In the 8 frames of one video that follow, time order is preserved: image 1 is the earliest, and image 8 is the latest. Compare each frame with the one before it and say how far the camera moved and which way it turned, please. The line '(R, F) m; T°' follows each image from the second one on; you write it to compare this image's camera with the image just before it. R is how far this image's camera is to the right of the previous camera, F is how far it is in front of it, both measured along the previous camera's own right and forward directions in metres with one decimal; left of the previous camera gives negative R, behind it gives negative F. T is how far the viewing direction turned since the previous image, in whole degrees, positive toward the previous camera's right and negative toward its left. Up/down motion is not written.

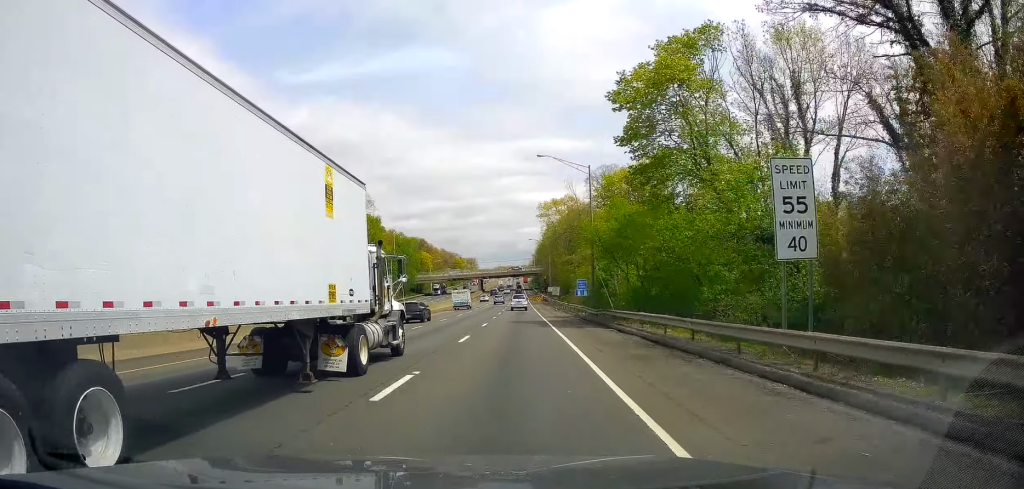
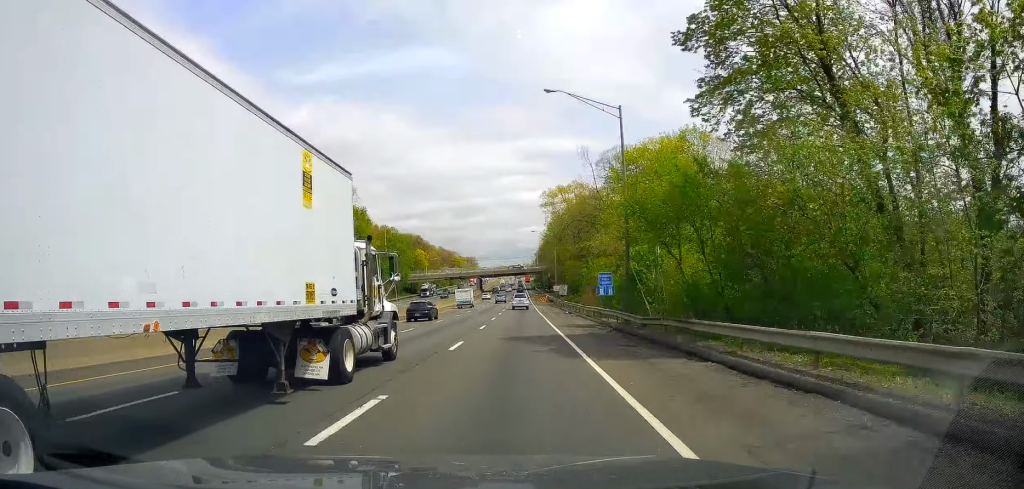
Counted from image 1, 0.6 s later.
(0.0, +15.1) m; 0°
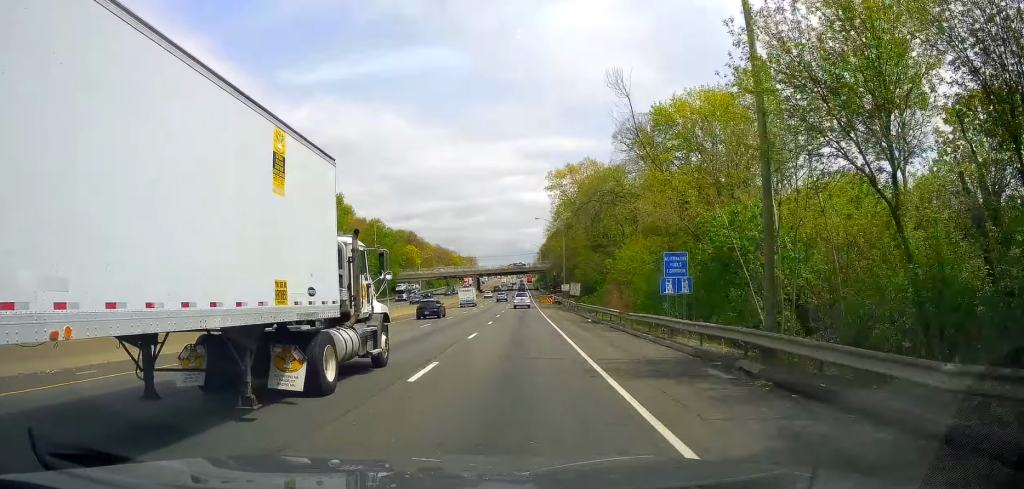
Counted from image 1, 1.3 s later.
(-0.1, +18.8) m; 0°
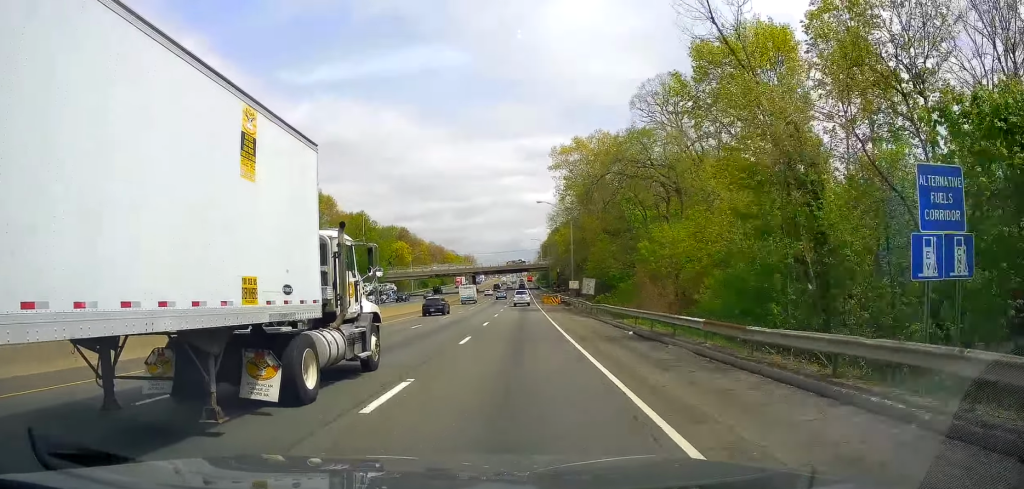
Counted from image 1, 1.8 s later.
(-0.2, +15.2) m; 0°
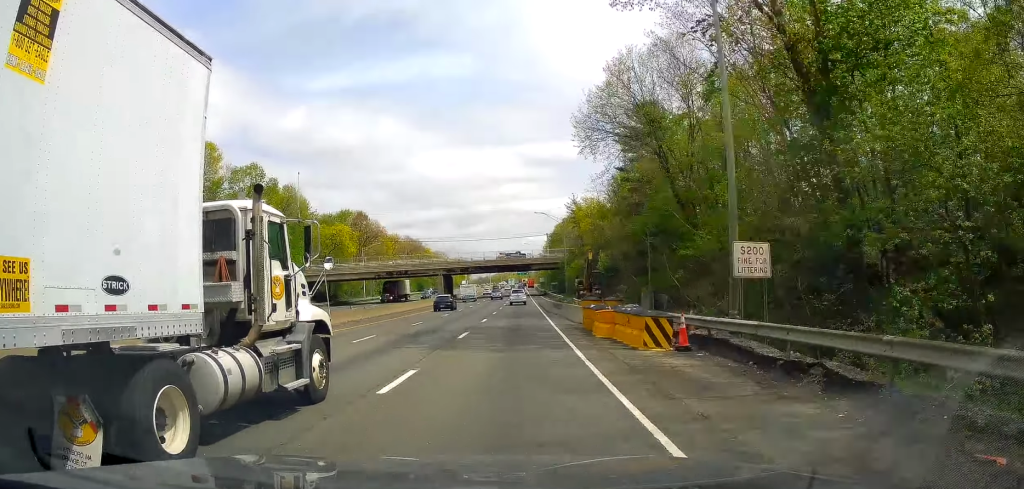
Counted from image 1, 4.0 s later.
(+0.6, +58.7) m; +1°
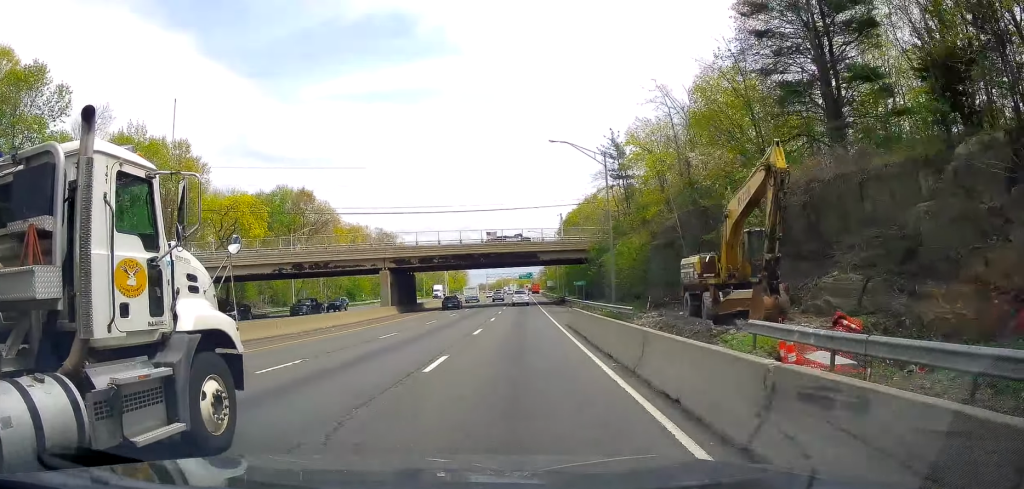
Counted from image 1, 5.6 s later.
(-0.4, +45.3) m; -1°
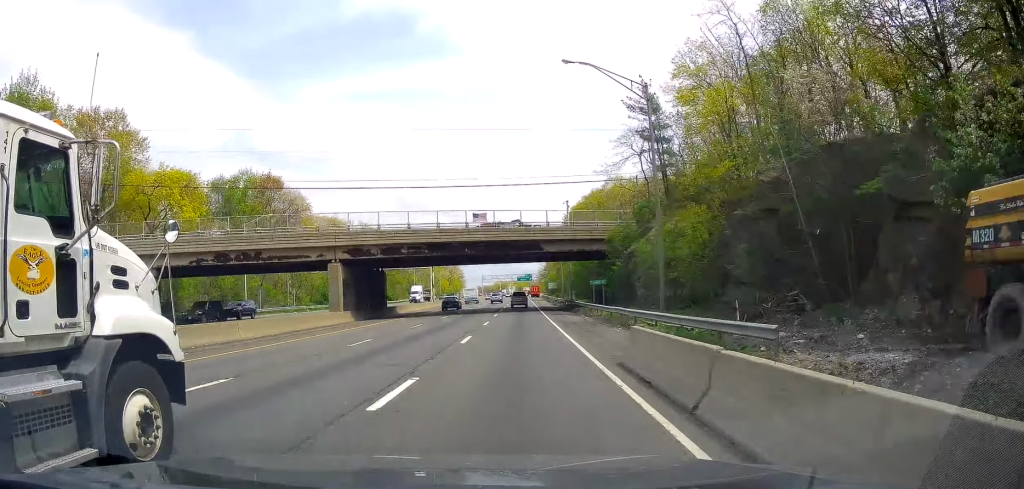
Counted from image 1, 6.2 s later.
(0.0, +16.7) m; 0°
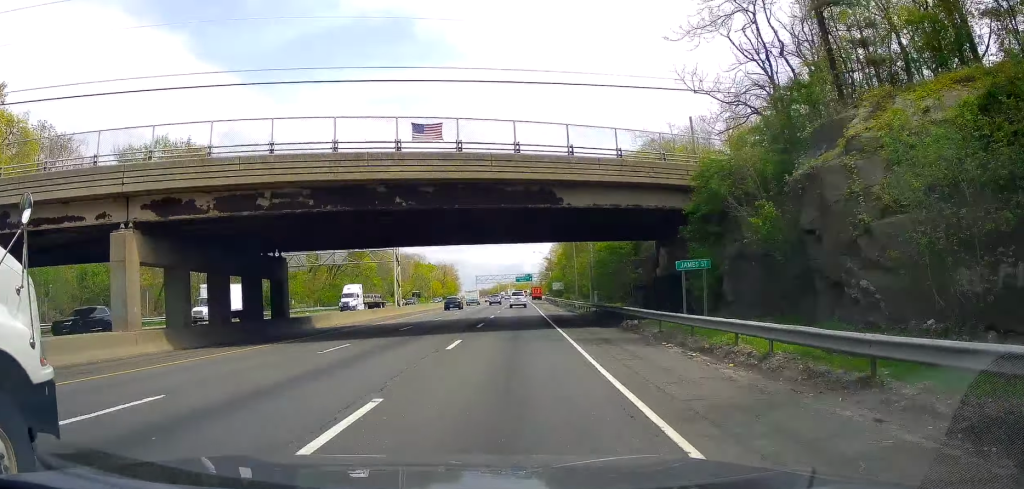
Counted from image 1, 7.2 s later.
(+0.1, +27.0) m; 0°
